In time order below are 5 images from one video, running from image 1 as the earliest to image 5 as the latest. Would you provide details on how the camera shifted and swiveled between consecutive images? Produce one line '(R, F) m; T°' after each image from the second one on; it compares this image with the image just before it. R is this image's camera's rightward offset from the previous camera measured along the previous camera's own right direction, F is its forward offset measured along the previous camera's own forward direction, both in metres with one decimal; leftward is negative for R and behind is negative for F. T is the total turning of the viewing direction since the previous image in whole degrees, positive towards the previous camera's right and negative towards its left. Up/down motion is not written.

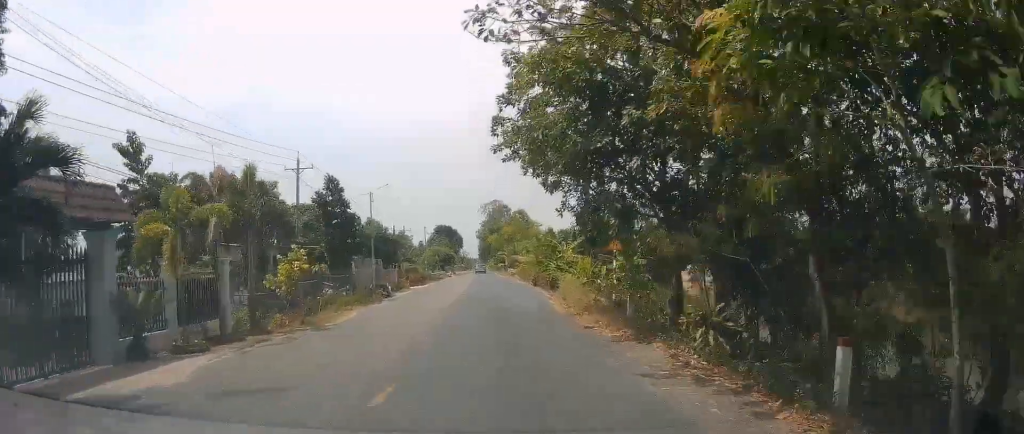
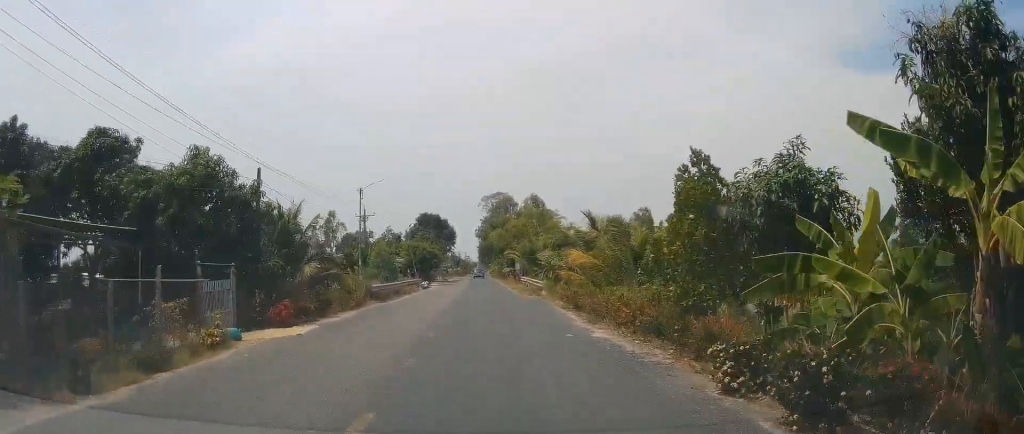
(+1.4, +33.4) m; 0°
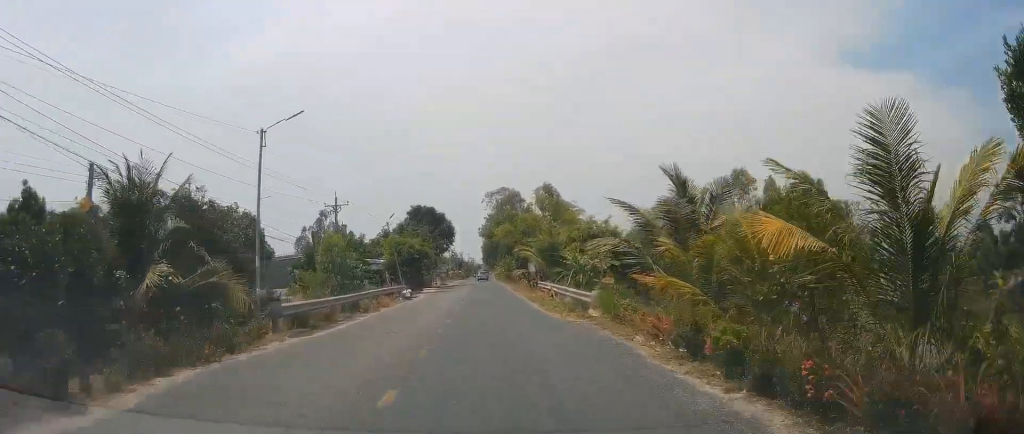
(-0.6, +15.3) m; 0°
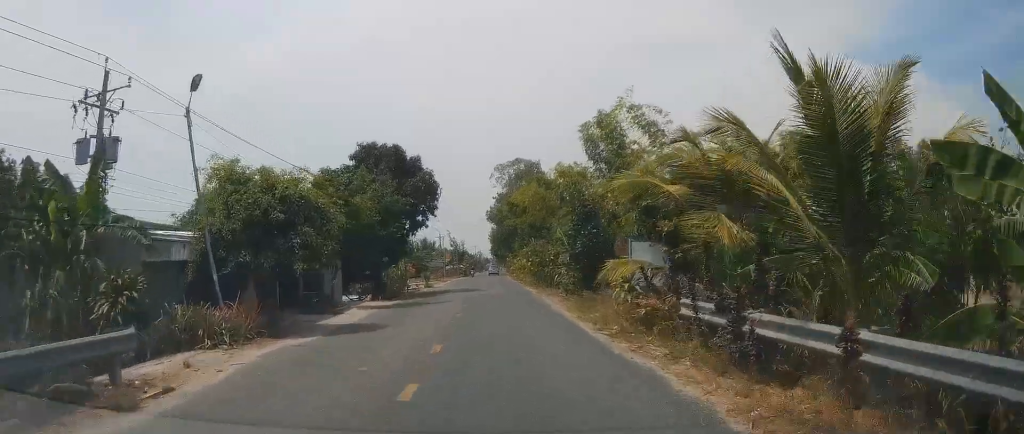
(-0.1, +36.0) m; -1°
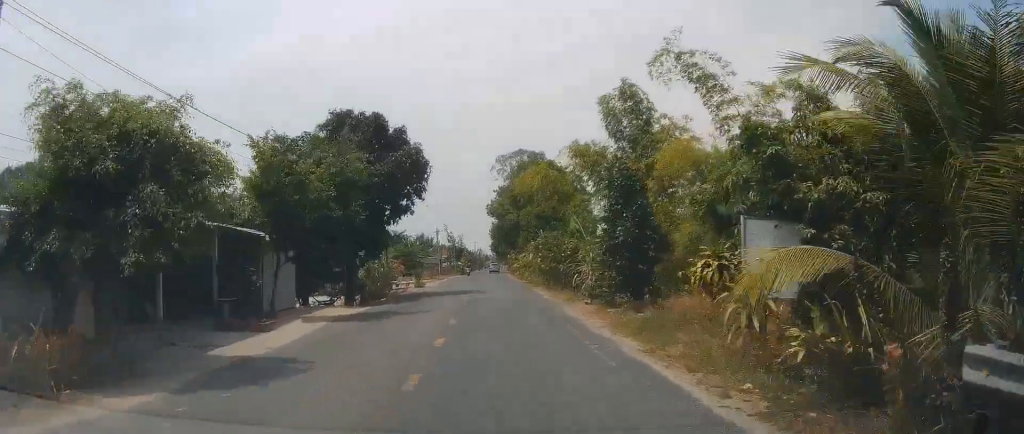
(+0.2, +7.7) m; 0°
